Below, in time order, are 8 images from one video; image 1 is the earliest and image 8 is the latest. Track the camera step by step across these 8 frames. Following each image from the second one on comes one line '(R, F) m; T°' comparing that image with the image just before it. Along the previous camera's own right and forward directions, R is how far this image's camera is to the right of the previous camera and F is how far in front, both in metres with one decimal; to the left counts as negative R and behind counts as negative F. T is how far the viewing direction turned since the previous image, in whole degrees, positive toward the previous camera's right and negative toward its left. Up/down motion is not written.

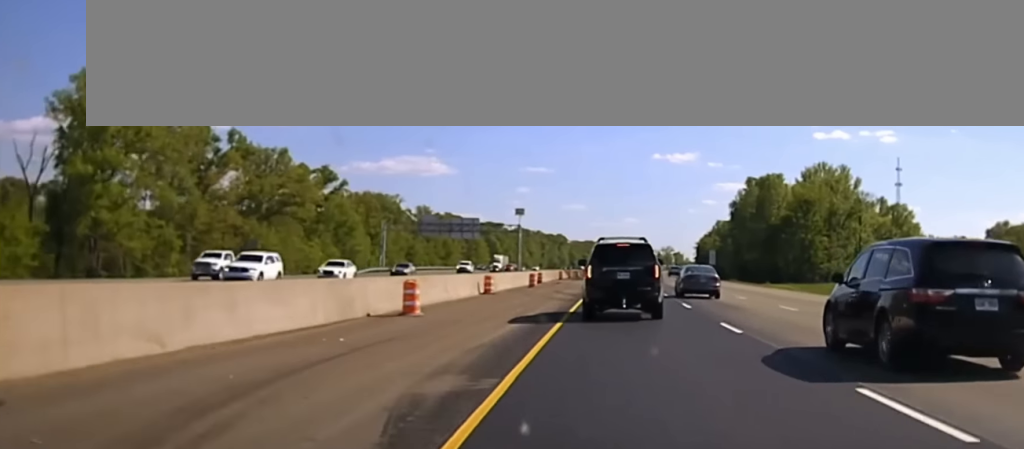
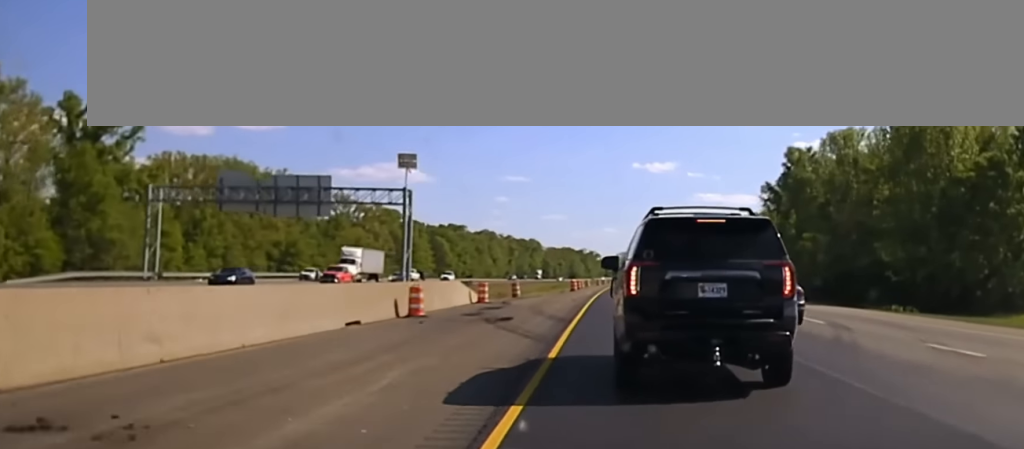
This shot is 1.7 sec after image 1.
(+0.4, +81.5) m; +1°
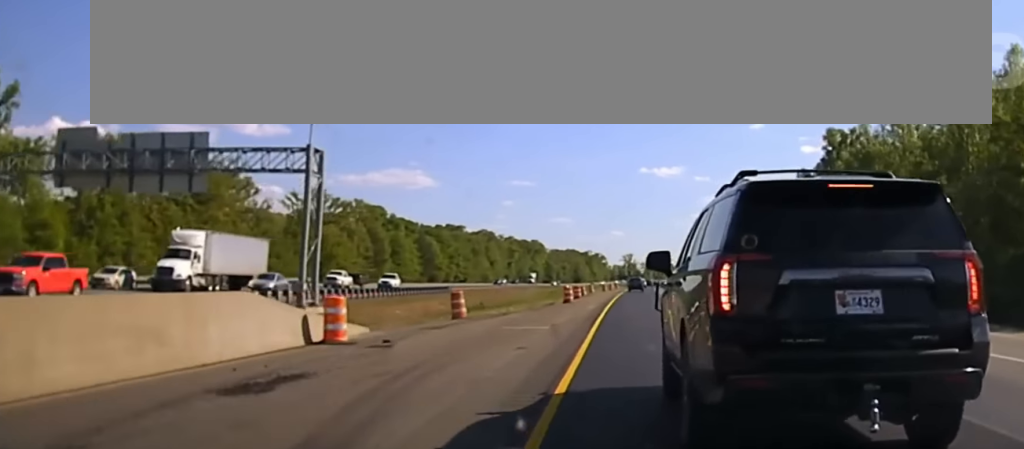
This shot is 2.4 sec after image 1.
(-0.3, +32.4) m; +1°
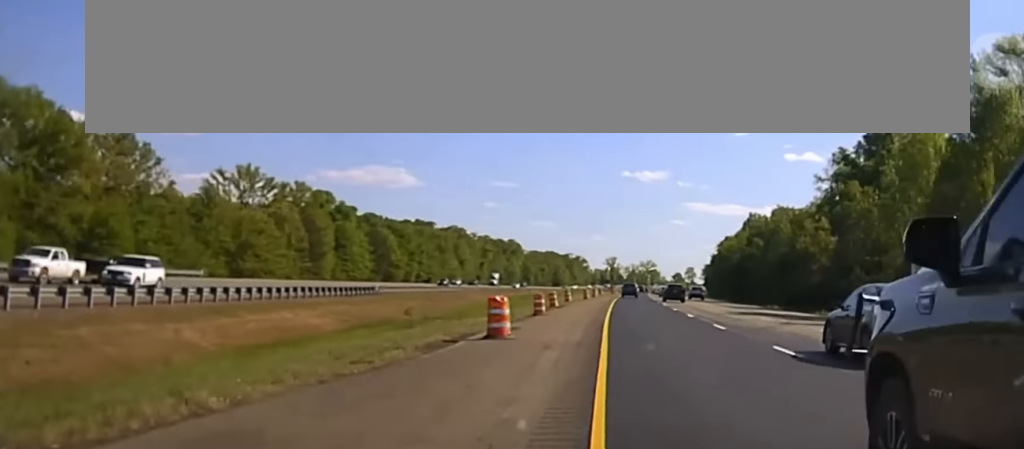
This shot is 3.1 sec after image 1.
(+0.8, +38.5) m; +1°
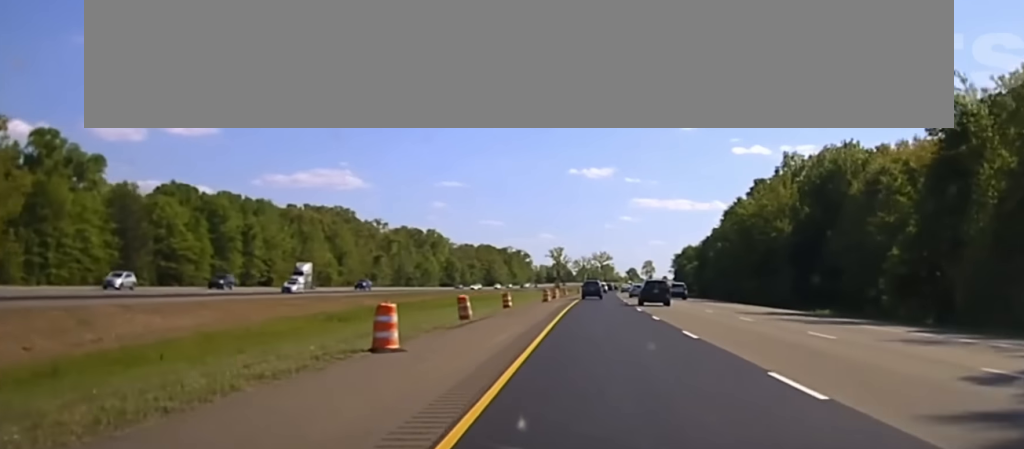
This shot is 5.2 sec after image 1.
(+1.8, +100.4) m; +1°
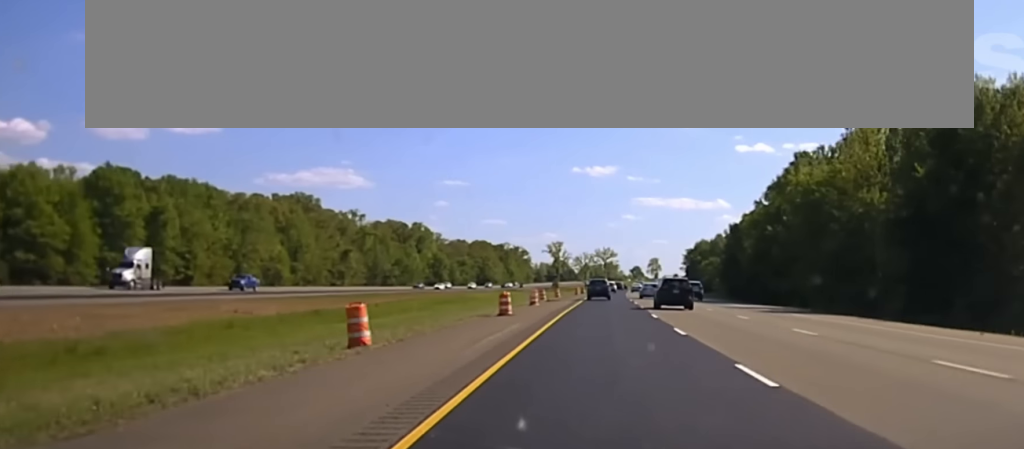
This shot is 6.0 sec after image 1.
(-0.1, +35.7) m; 0°
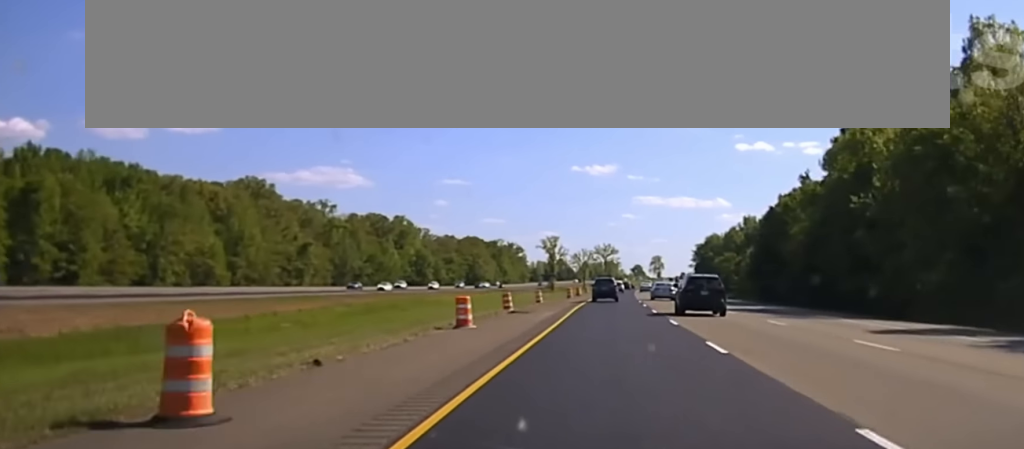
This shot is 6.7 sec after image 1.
(+0.1, +31.2) m; +1°
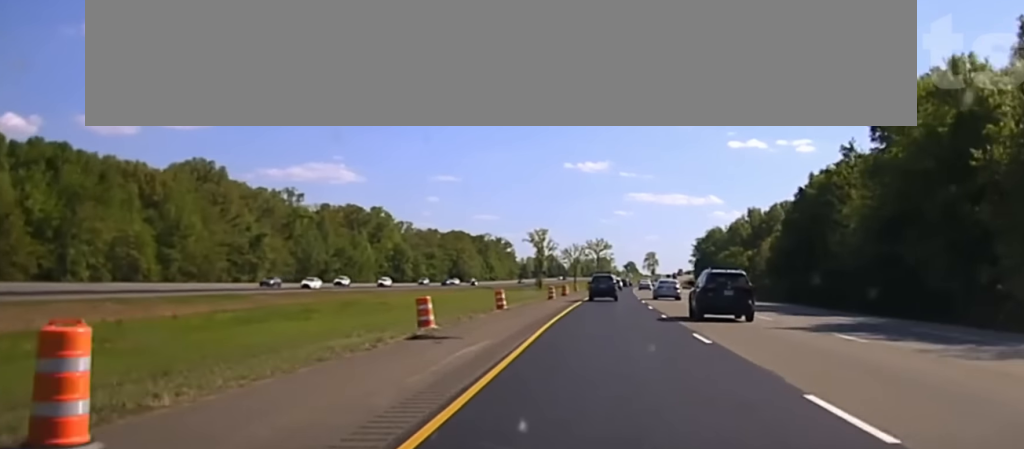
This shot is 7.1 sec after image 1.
(+0.3, +21.8) m; 0°
